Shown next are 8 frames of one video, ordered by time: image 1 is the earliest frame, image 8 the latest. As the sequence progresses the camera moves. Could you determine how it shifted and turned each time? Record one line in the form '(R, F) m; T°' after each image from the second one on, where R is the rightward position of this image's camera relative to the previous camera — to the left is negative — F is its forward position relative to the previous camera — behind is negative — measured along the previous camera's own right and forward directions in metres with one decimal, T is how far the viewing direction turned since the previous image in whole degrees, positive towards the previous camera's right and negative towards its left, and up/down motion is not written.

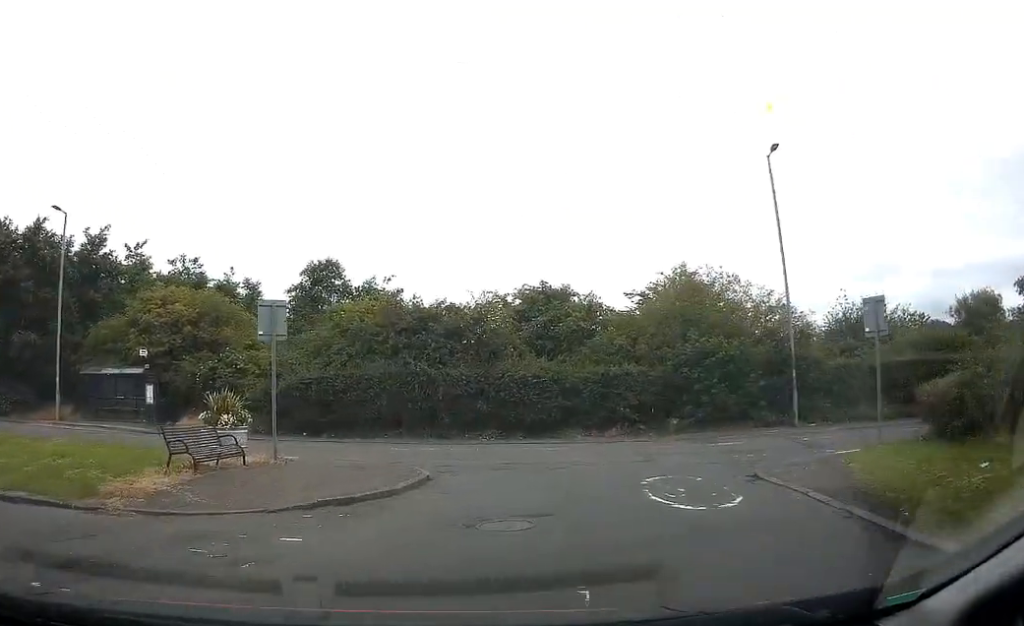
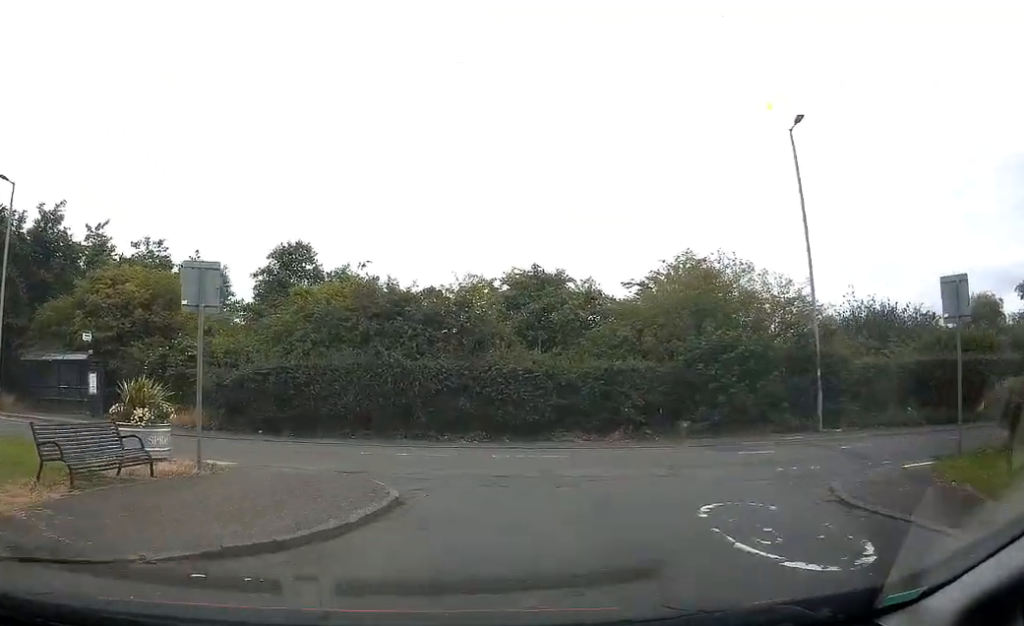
(-0.2, +3.9) m; -1°
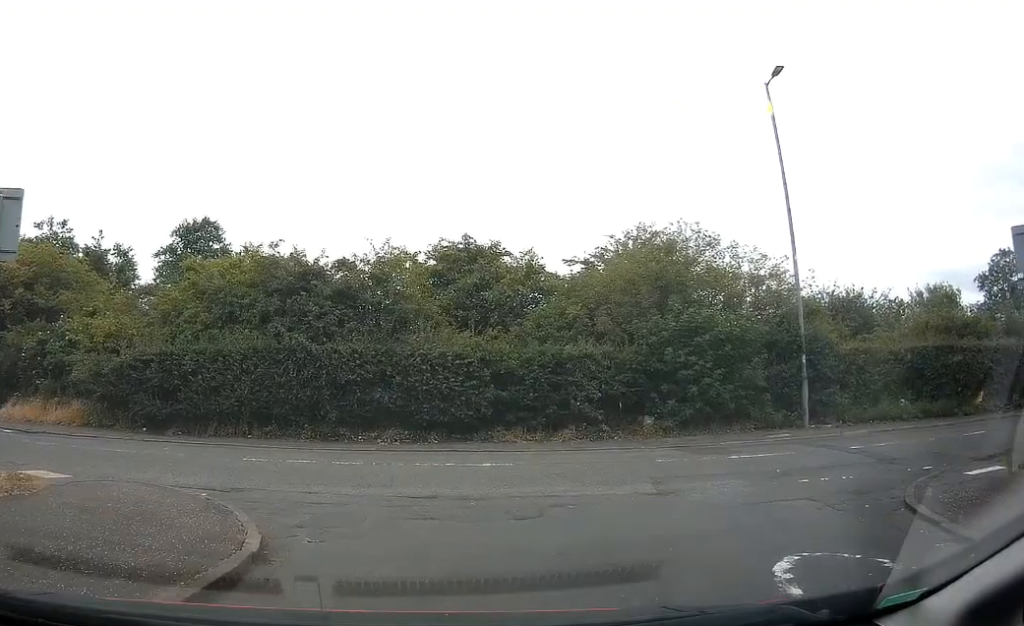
(+0.1, +4.2) m; +5°
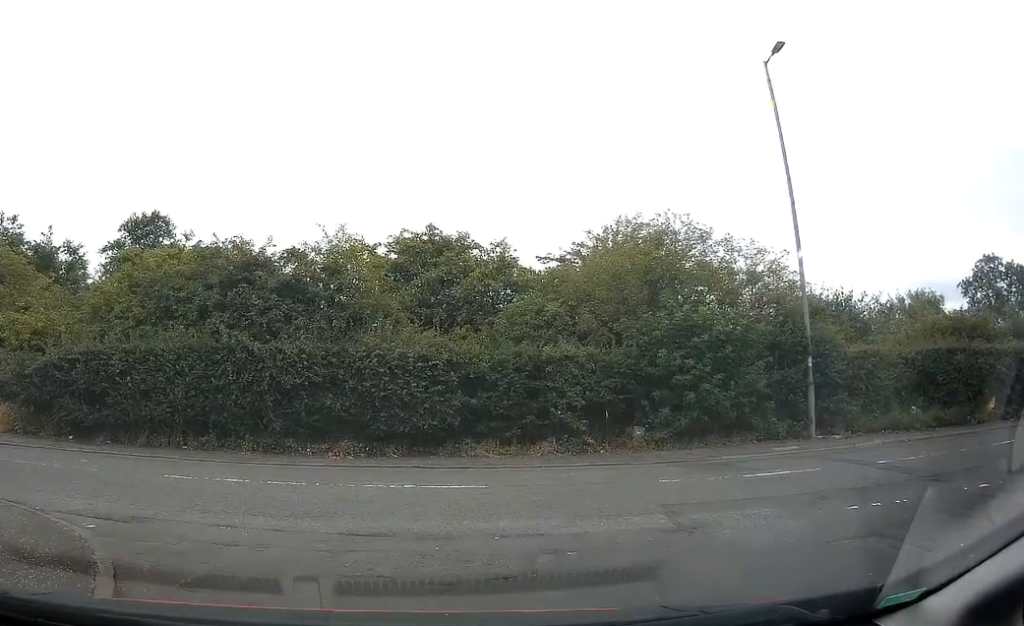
(+0.1, +2.6) m; +4°
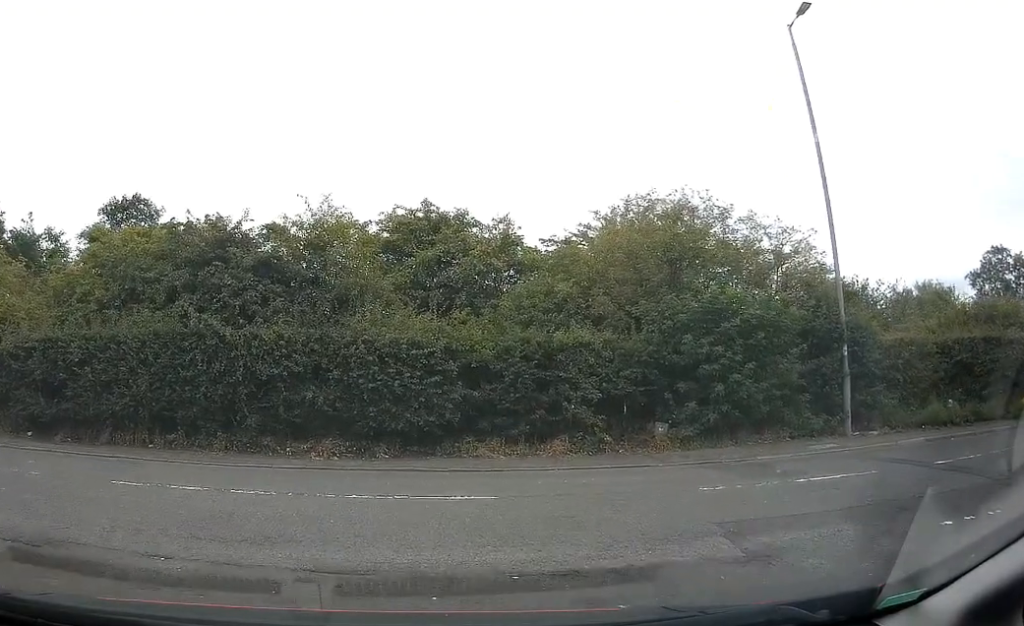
(0.0, +2.4) m; +2°
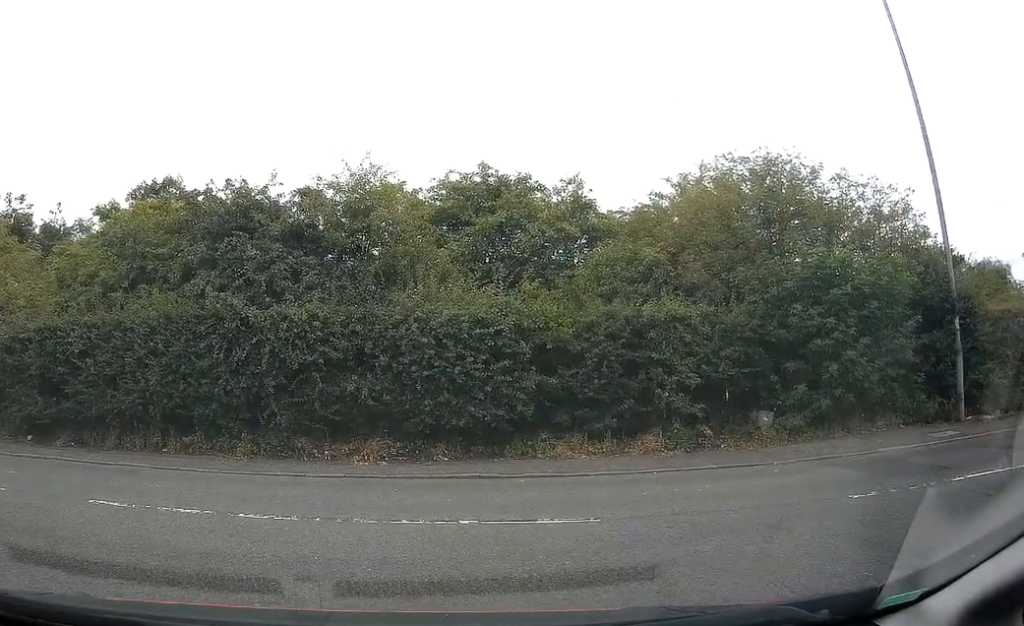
(0.0, +3.1) m; -1°
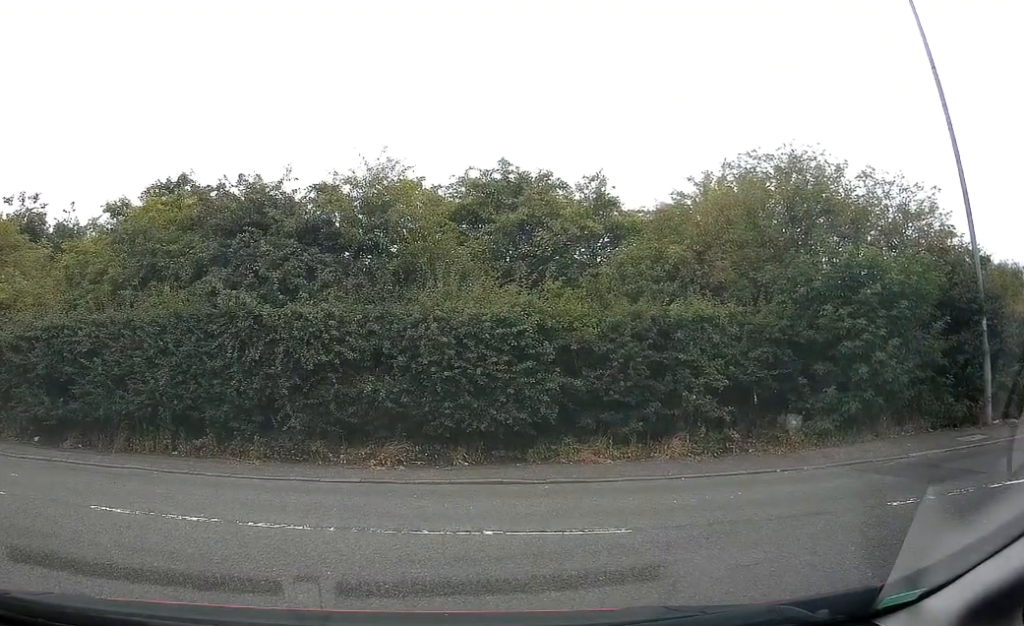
(-0.1, +0.7) m; 0°
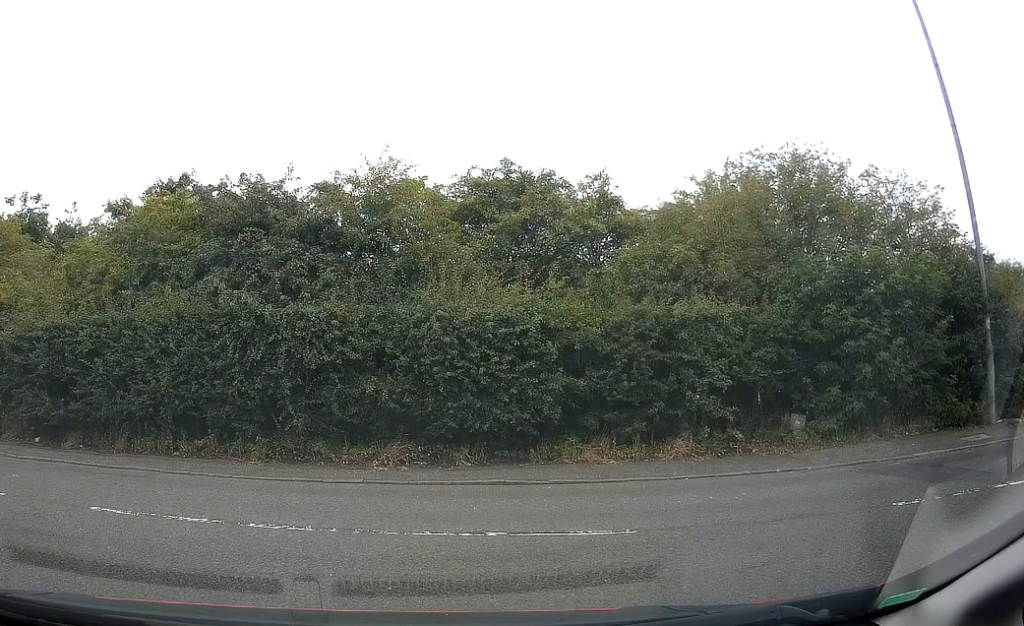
(0.0, +0.4) m; 0°
